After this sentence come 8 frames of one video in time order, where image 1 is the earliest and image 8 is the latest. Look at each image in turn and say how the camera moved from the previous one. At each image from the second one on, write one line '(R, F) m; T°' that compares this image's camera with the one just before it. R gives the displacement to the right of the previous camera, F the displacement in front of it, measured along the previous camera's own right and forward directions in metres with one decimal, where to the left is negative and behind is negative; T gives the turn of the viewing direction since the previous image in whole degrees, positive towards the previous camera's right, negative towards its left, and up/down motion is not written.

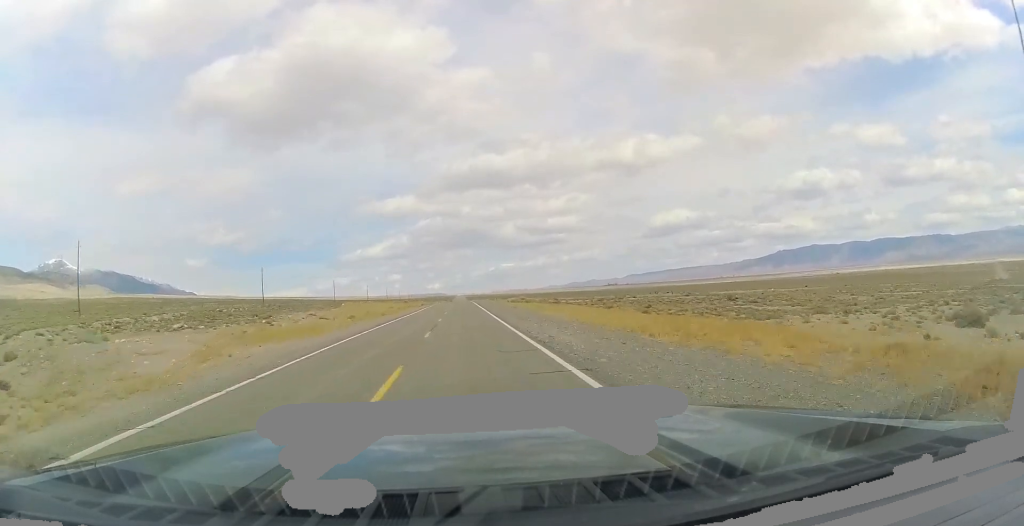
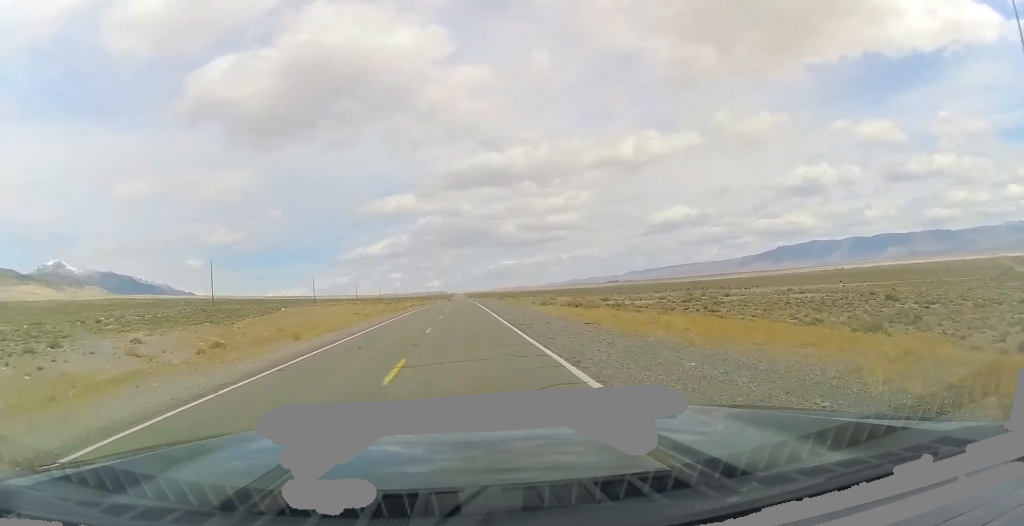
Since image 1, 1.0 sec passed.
(-0.2, +35.1) m; 0°
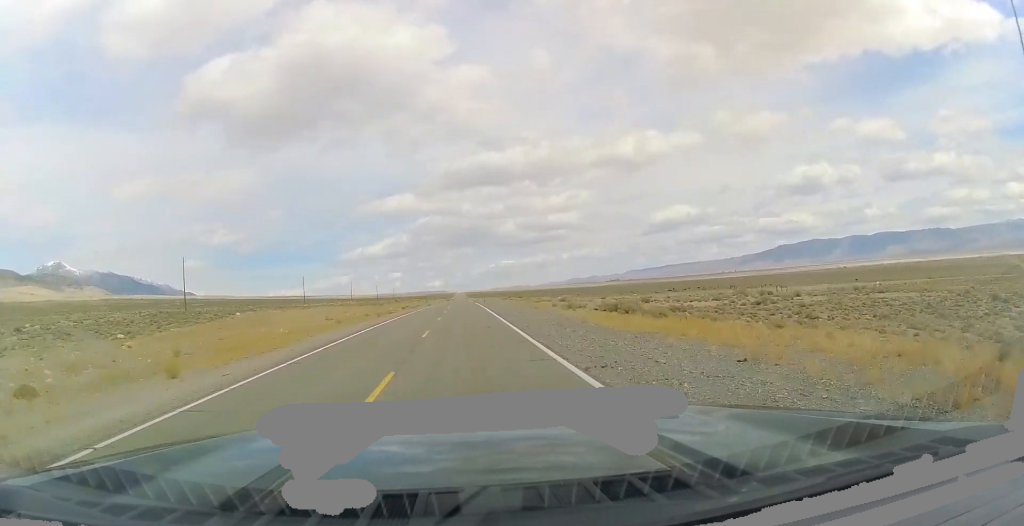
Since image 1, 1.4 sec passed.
(0.0, +14.6) m; 0°
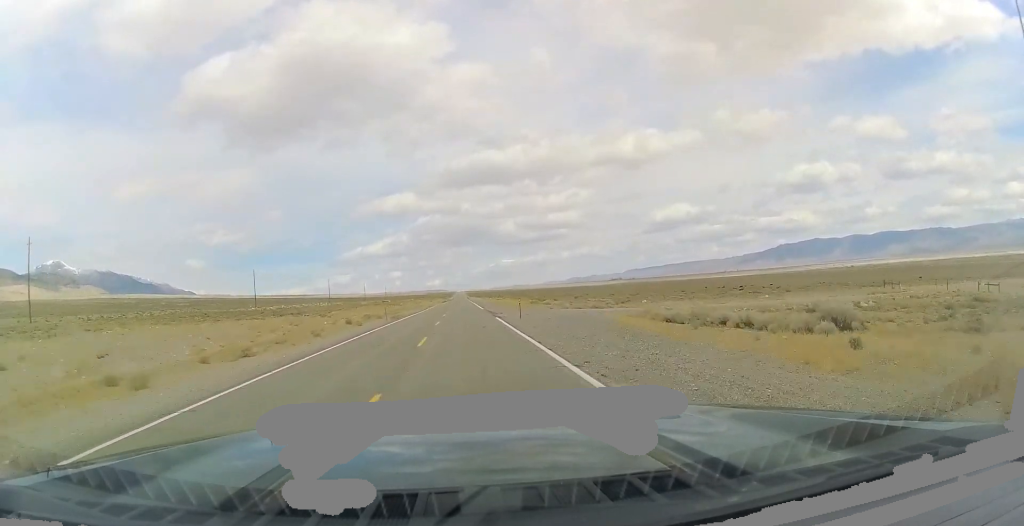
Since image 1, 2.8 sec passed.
(+0.3, +51.2) m; 0°
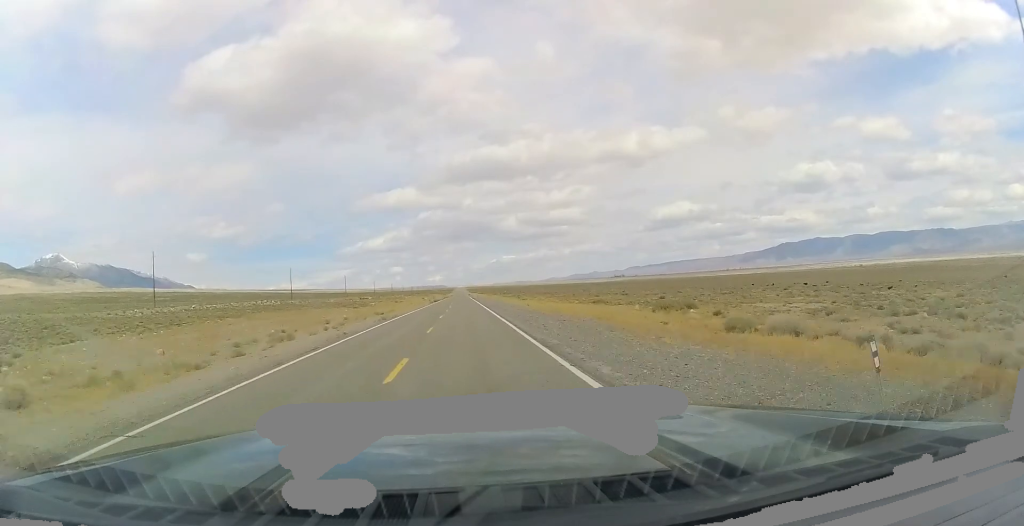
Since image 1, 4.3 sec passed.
(-0.3, +56.5) m; -1°
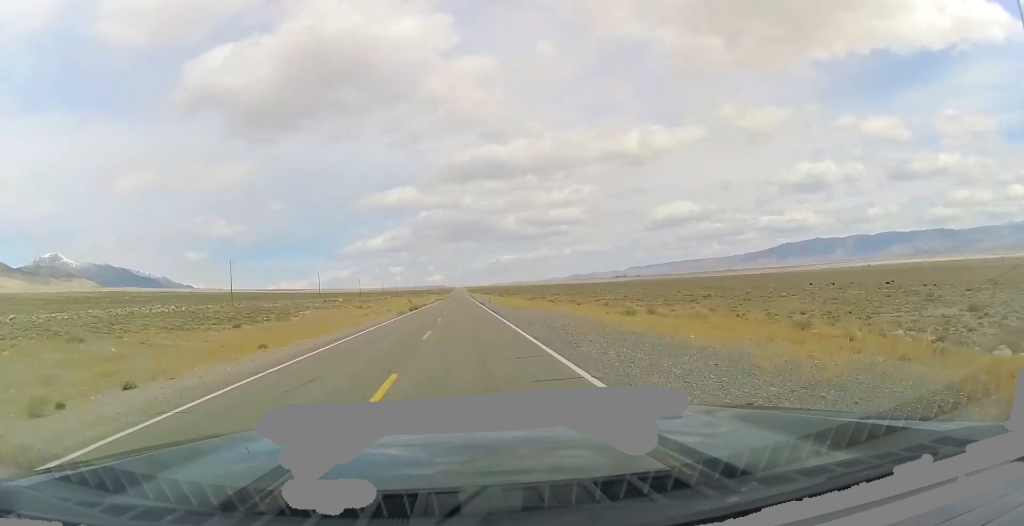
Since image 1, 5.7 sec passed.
(-0.3, +52.0) m; 0°
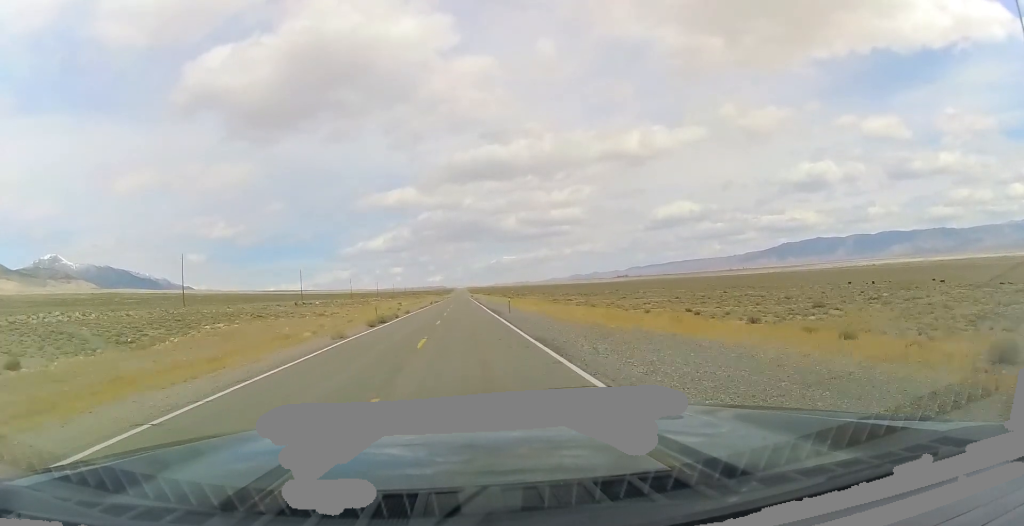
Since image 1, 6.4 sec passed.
(0.0, +27.2) m; 0°
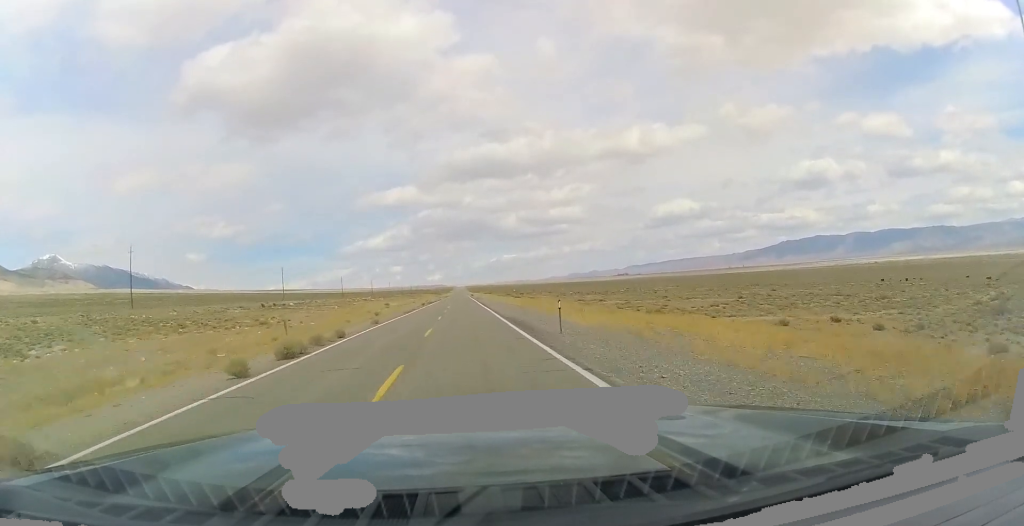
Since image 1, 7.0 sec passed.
(+0.4, +20.9) m; 0°
